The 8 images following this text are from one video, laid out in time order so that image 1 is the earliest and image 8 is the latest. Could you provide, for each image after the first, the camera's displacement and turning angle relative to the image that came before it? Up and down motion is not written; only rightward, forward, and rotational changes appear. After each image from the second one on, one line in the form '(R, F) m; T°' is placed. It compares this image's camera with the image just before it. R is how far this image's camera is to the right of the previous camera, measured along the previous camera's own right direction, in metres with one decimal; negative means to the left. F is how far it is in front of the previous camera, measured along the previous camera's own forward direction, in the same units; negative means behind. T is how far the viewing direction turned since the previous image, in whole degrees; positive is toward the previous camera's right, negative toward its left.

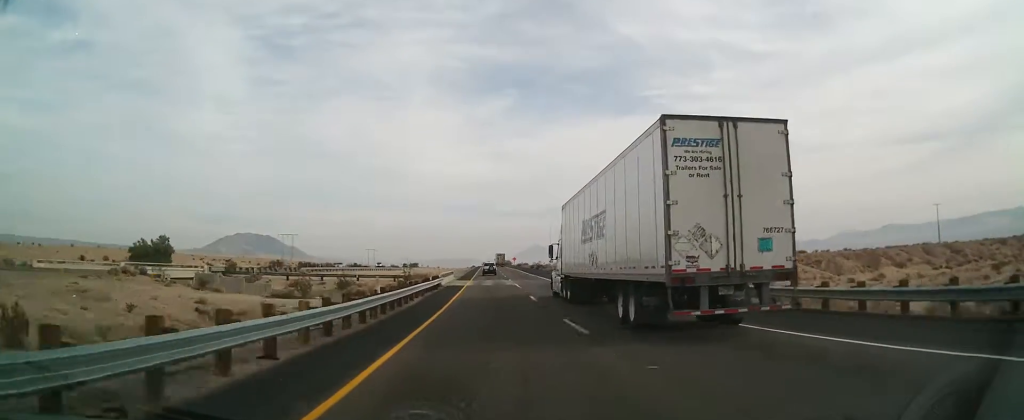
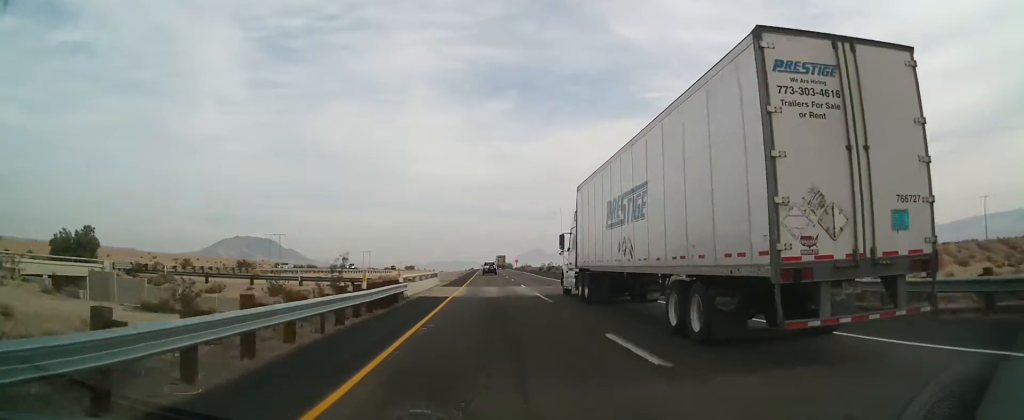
(+0.1, +20.5) m; 0°
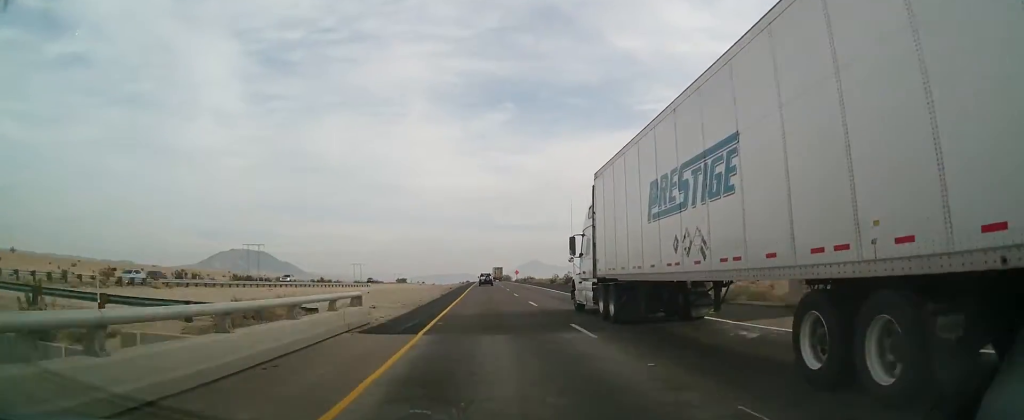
(-0.4, +25.0) m; 0°
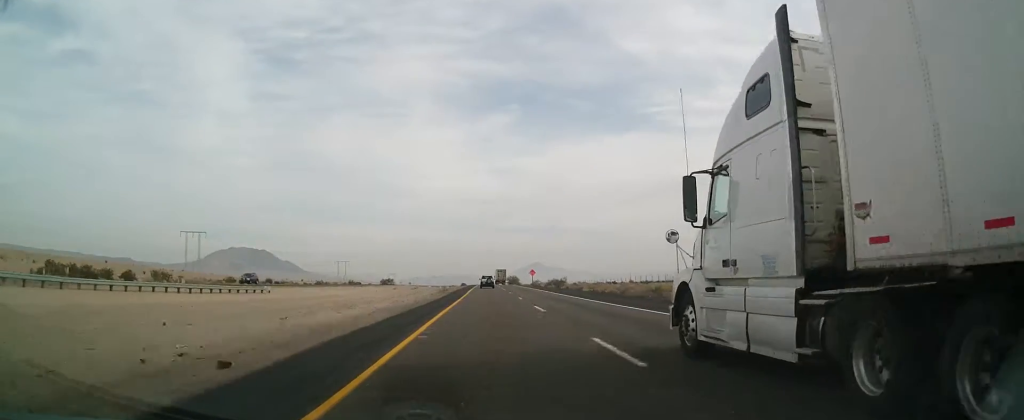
(+0.9, +63.0) m; +1°
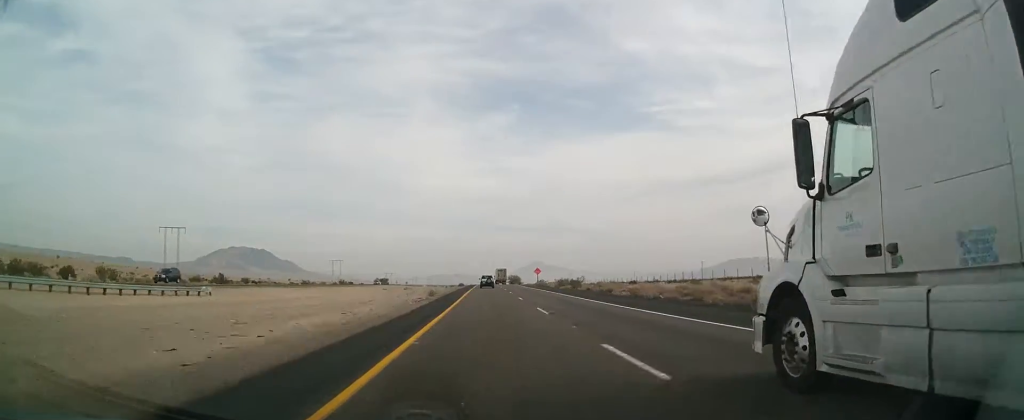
(0.0, +15.7) m; 0°
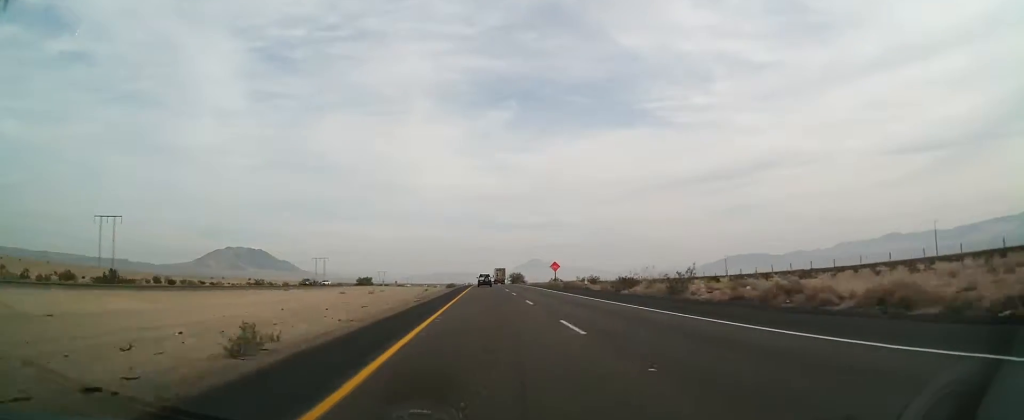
(-0.1, +38.0) m; 0°
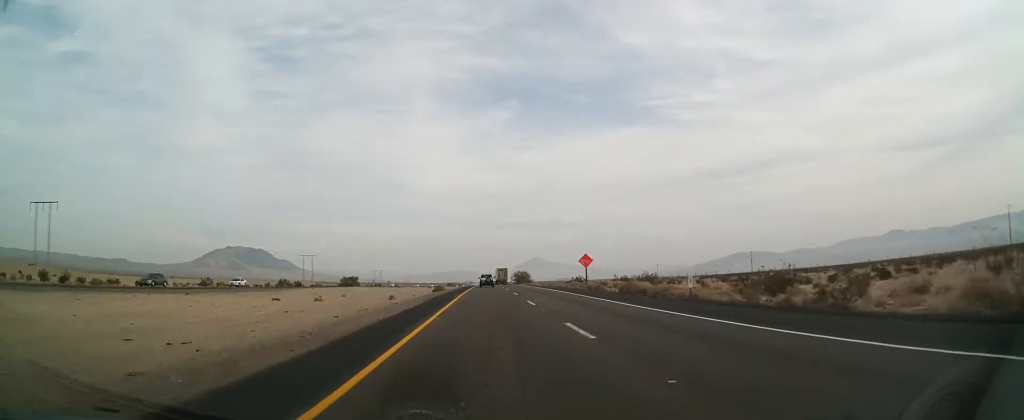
(-0.1, +30.1) m; 0°
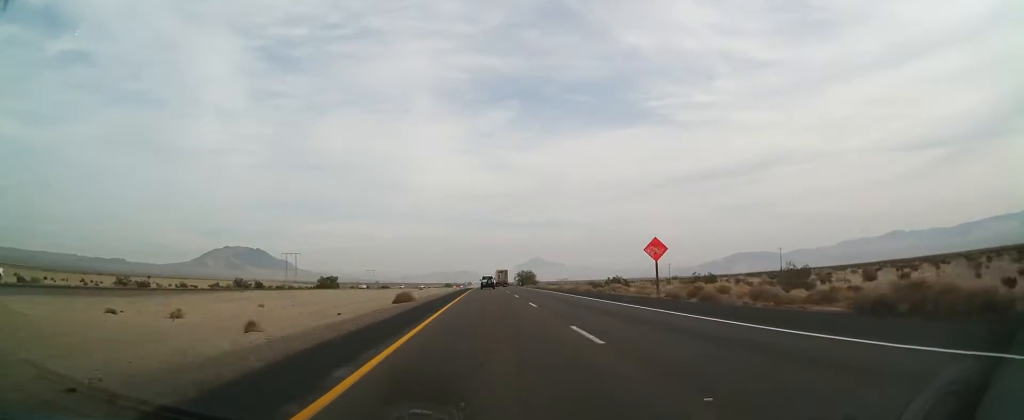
(+0.1, +30.1) m; 0°
